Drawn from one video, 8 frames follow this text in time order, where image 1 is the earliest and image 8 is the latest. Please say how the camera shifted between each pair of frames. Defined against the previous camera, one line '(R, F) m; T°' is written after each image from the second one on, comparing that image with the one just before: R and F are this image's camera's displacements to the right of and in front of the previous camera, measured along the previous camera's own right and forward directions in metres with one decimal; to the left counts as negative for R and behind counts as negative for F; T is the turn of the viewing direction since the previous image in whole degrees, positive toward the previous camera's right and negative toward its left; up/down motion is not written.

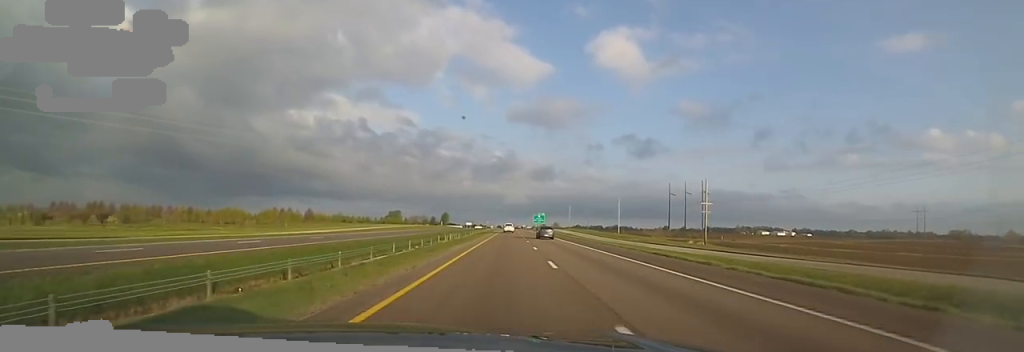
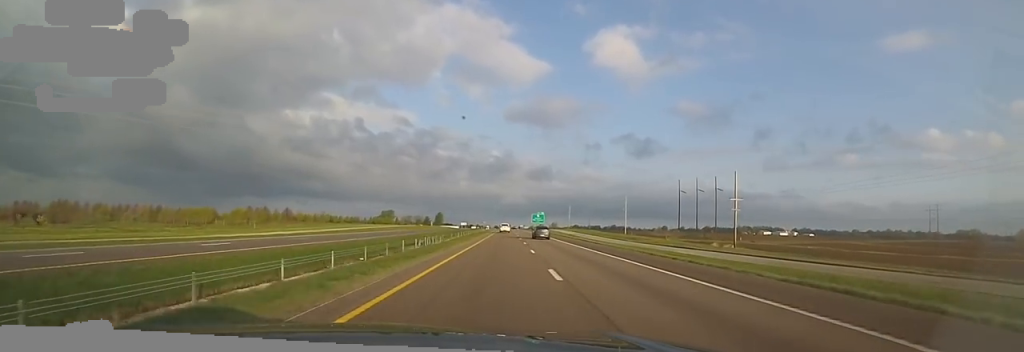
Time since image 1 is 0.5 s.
(-0.1, +15.7) m; 0°
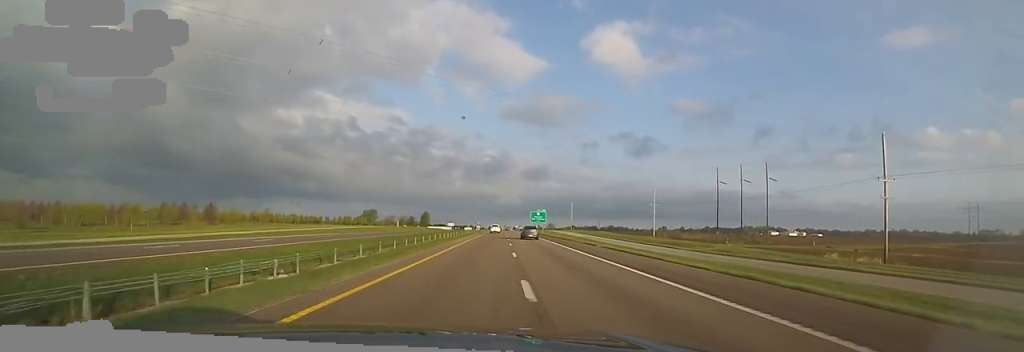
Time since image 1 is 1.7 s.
(-0.3, +40.4) m; 0°
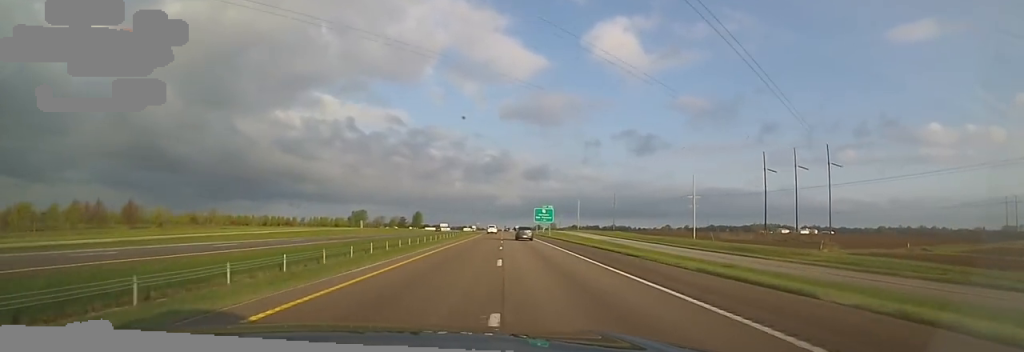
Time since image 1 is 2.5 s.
(+0.4, +29.2) m; -1°
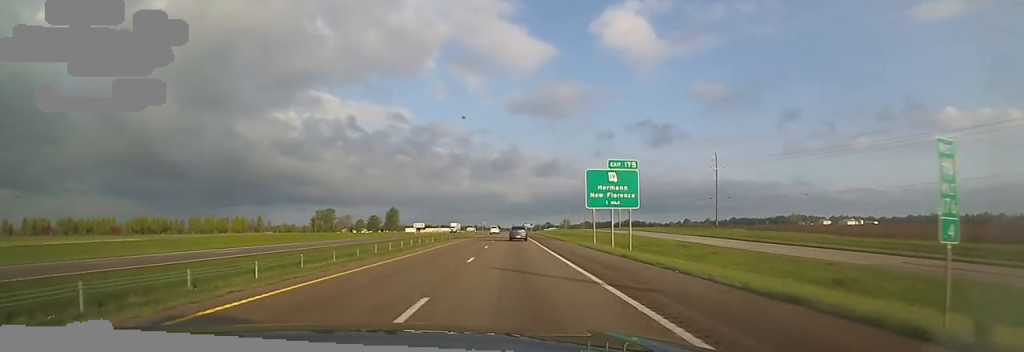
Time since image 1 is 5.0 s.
(-0.6, +85.5) m; +1°
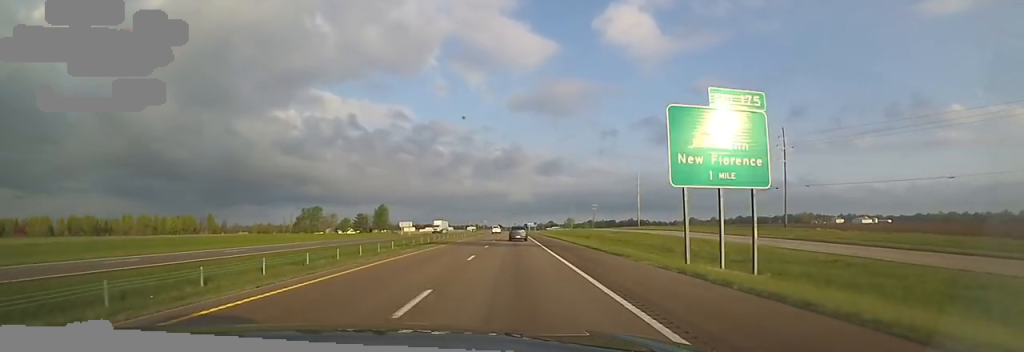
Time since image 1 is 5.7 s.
(0.0, +24.1) m; -1°
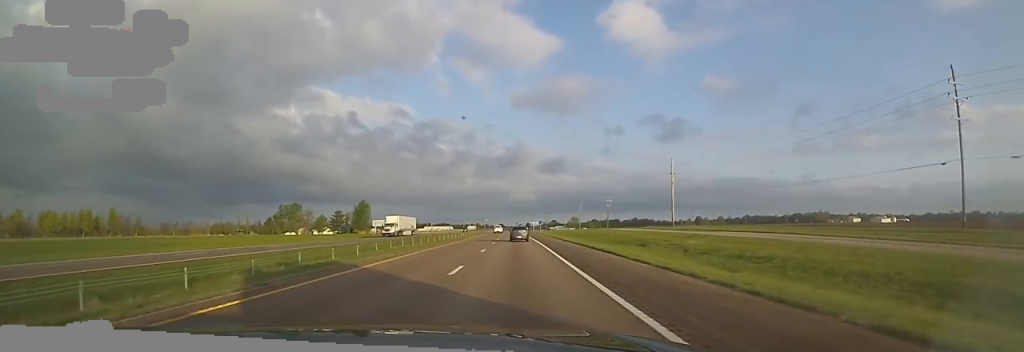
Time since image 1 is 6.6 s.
(-0.4, +30.5) m; -1°
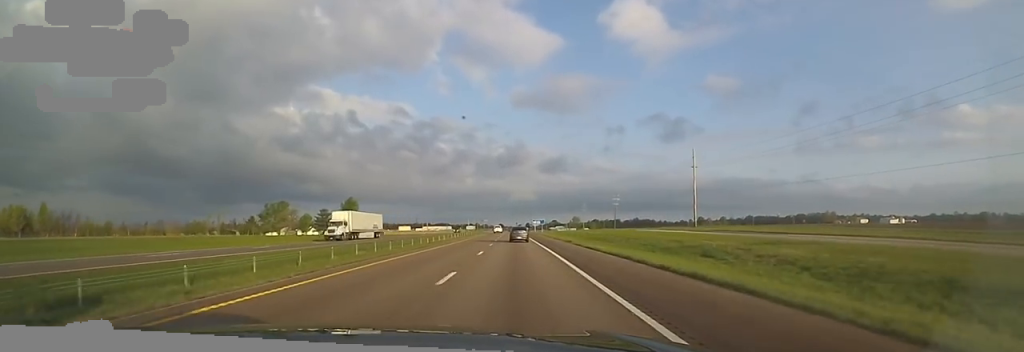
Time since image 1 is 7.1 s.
(-0.4, +14.5) m; 0°
